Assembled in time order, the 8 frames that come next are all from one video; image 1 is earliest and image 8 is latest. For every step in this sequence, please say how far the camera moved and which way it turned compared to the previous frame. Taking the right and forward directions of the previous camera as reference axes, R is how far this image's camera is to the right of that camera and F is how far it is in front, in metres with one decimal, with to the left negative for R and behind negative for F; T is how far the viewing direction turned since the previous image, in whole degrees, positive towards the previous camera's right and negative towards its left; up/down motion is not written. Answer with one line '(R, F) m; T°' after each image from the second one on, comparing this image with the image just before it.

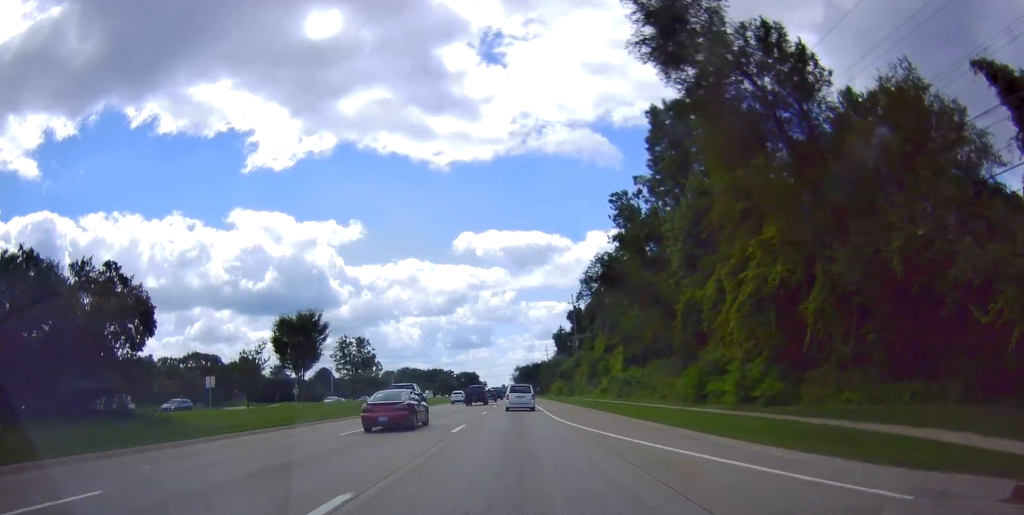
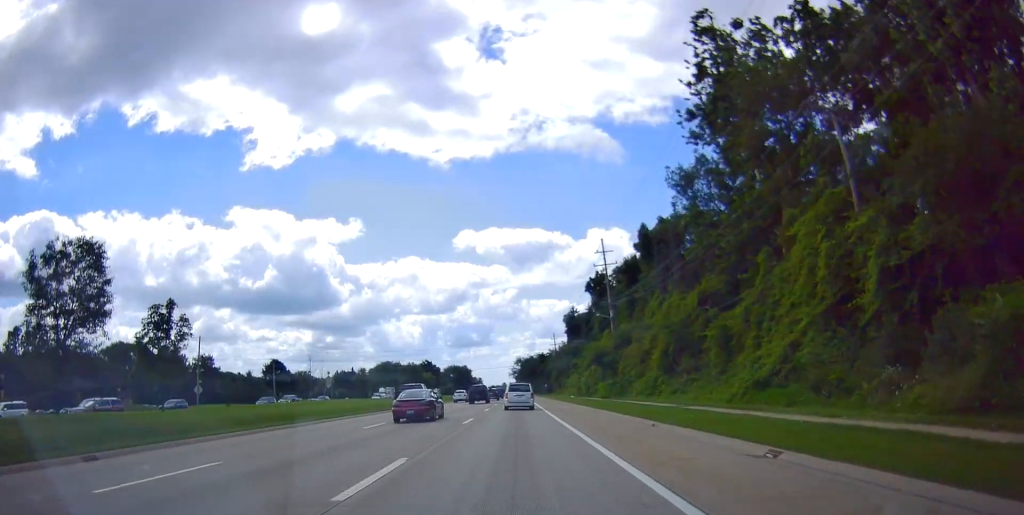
(0.0, +42.5) m; 0°
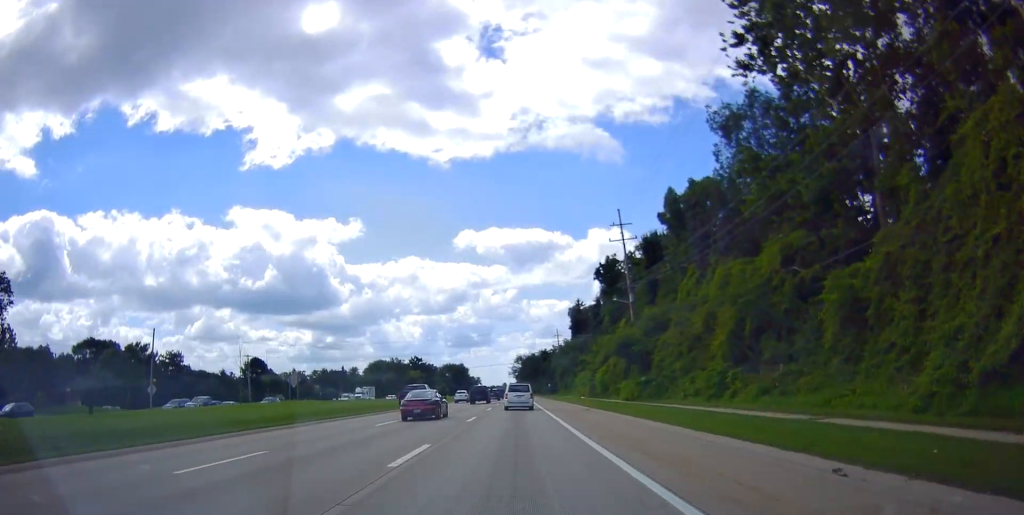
(-0.1, +13.2) m; 0°
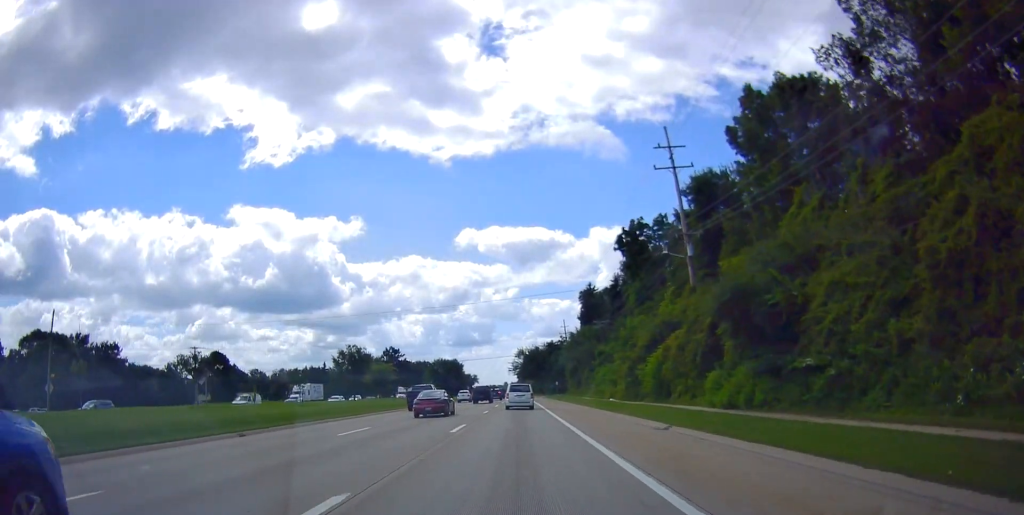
(+0.3, +21.9) m; +1°
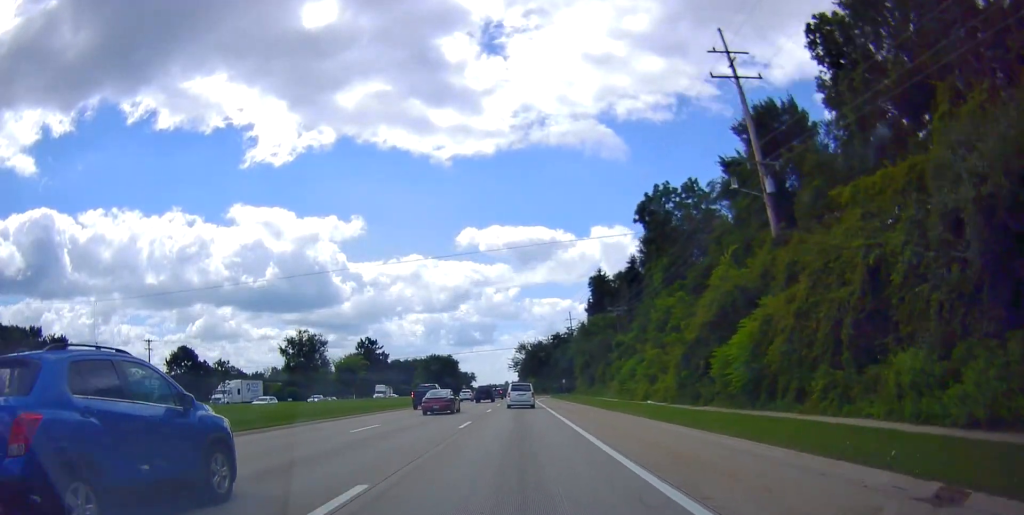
(+0.1, +14.5) m; -1°
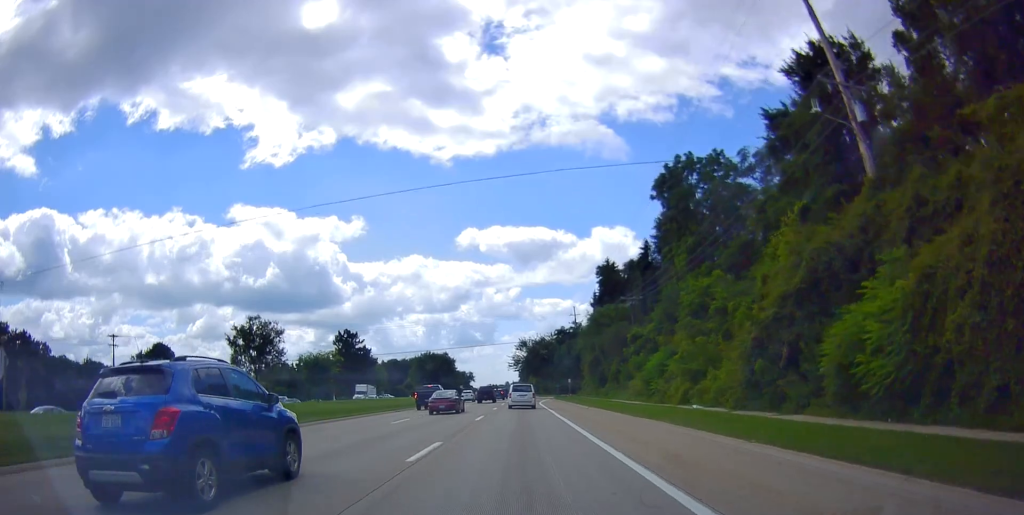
(-0.1, +9.4) m; 0°
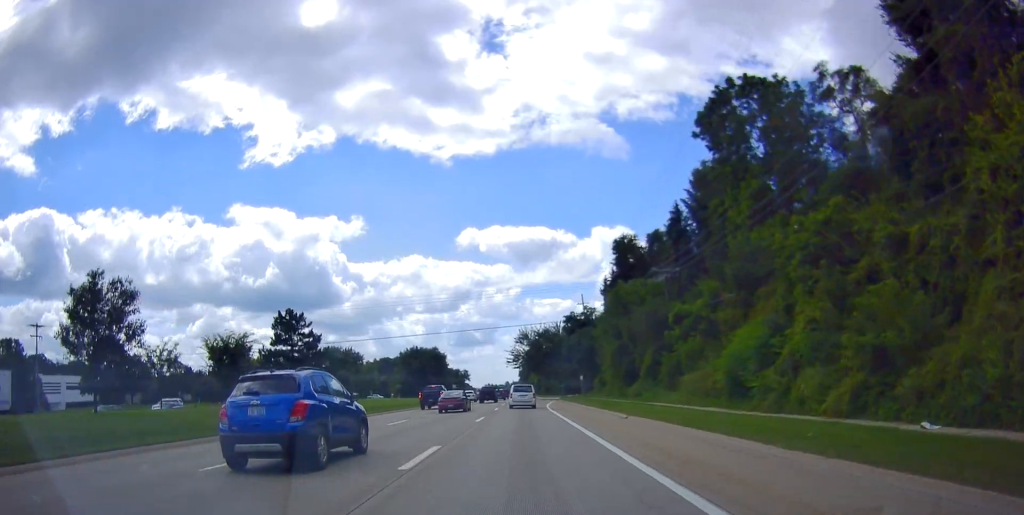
(-0.3, +16.5) m; 0°
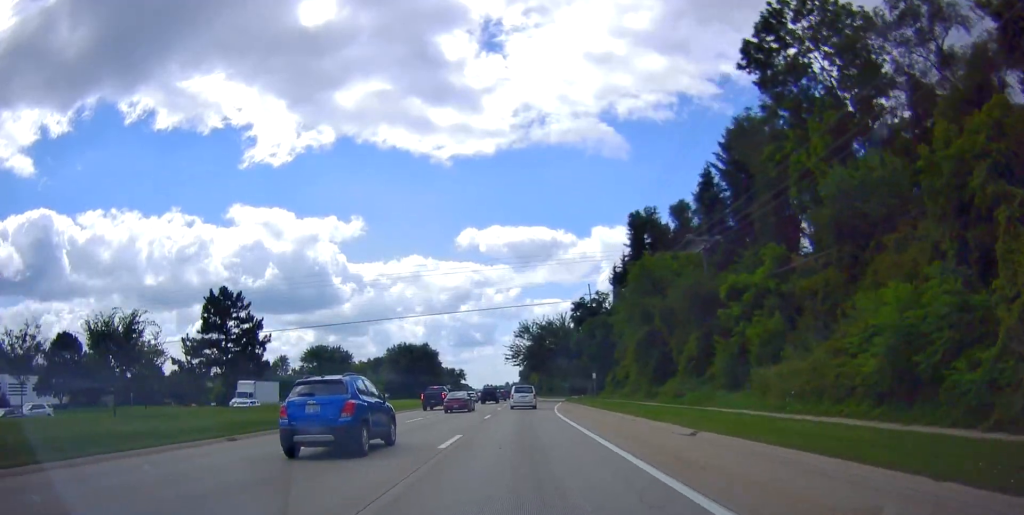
(+0.2, +11.4) m; +1°
